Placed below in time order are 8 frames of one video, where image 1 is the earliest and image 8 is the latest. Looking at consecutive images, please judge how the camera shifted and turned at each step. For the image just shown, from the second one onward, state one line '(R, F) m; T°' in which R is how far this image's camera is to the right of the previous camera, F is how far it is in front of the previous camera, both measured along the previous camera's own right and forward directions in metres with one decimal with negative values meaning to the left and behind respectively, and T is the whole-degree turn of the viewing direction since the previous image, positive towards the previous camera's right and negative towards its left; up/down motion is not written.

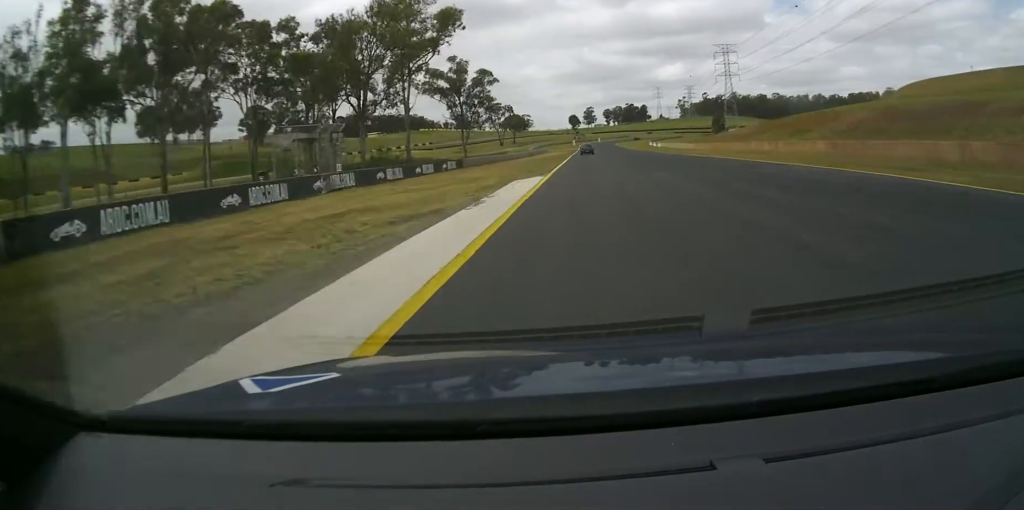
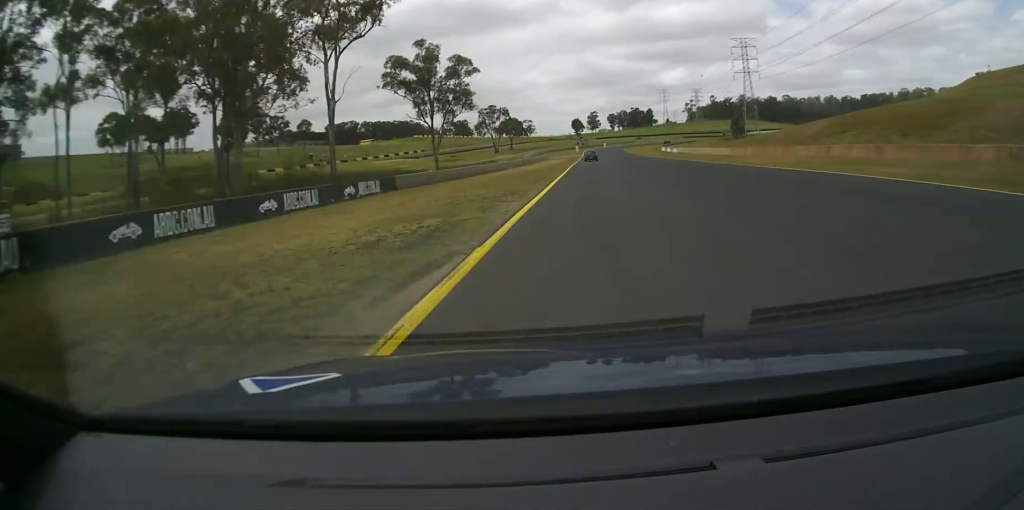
(+1.5, +21.8) m; +6°
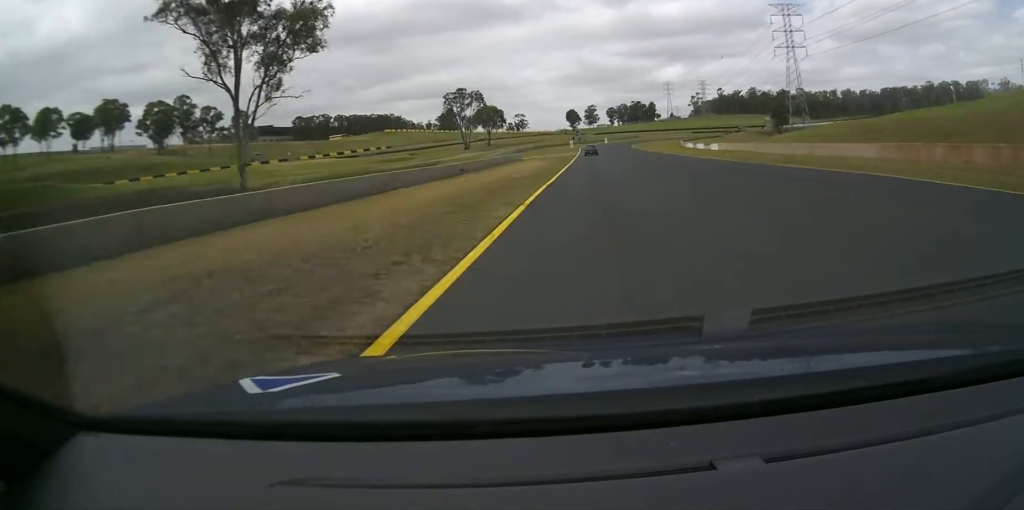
(+3.6, +47.1) m; +4°
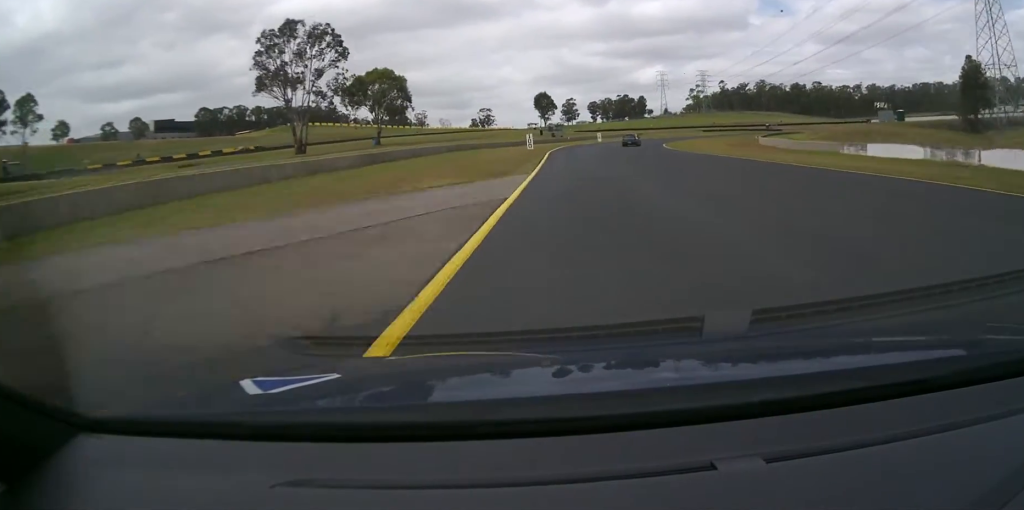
(+2.8, +89.7) m; +5°
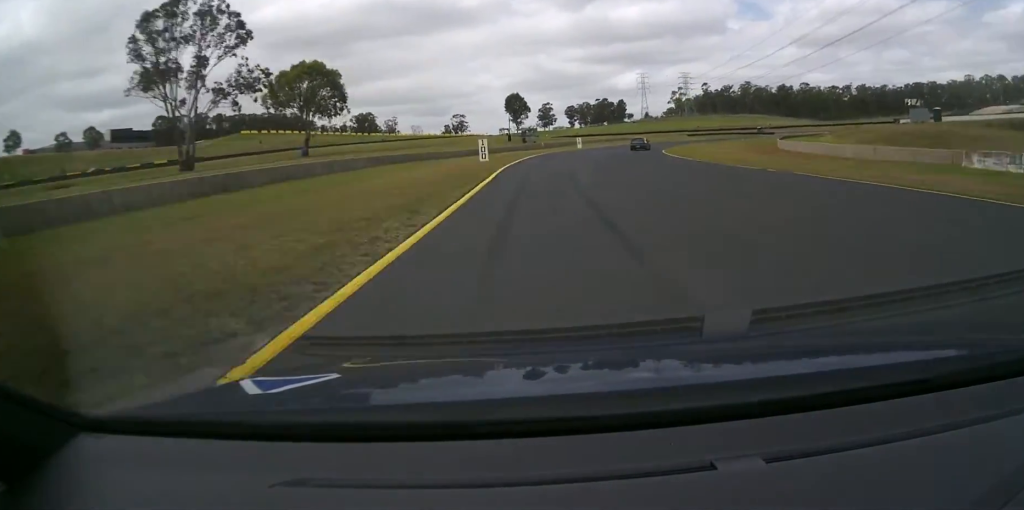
(+0.1, +19.2) m; +2°
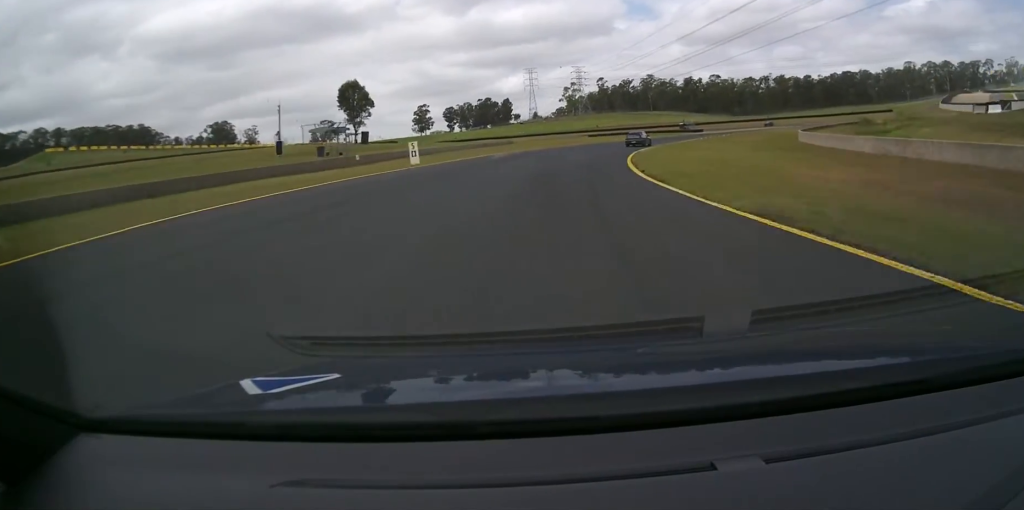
(+3.0, +50.7) m; +11°
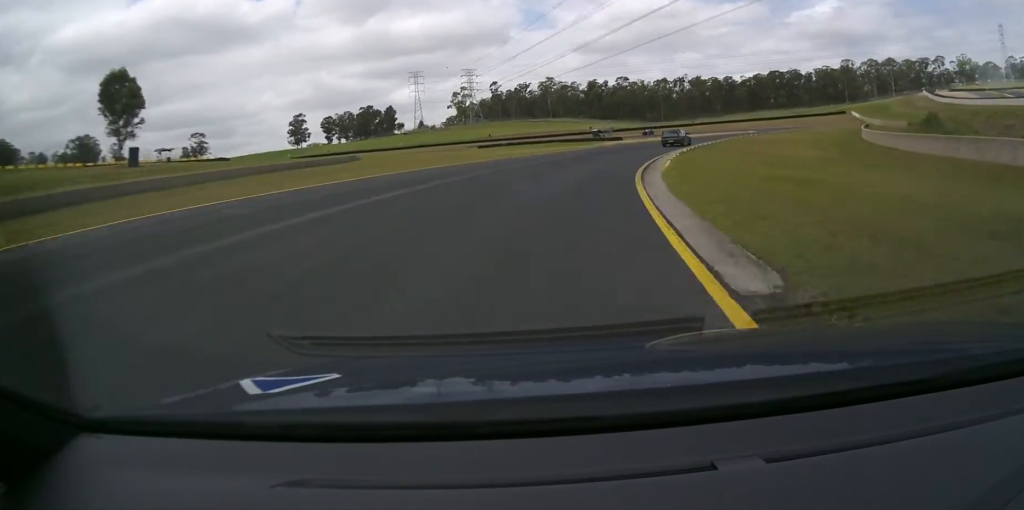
(+4.8, +39.7) m; +14°
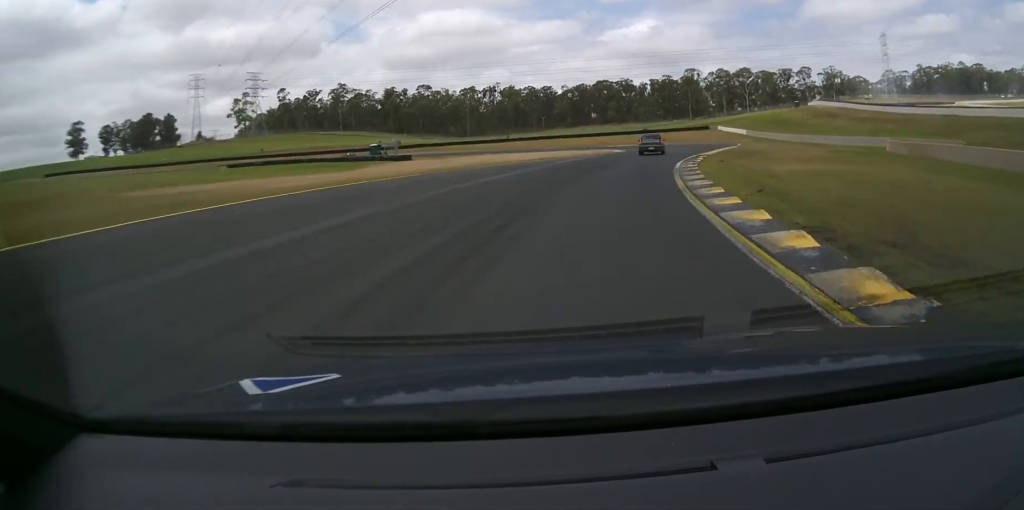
(+6.0, +42.6) m; +11°
